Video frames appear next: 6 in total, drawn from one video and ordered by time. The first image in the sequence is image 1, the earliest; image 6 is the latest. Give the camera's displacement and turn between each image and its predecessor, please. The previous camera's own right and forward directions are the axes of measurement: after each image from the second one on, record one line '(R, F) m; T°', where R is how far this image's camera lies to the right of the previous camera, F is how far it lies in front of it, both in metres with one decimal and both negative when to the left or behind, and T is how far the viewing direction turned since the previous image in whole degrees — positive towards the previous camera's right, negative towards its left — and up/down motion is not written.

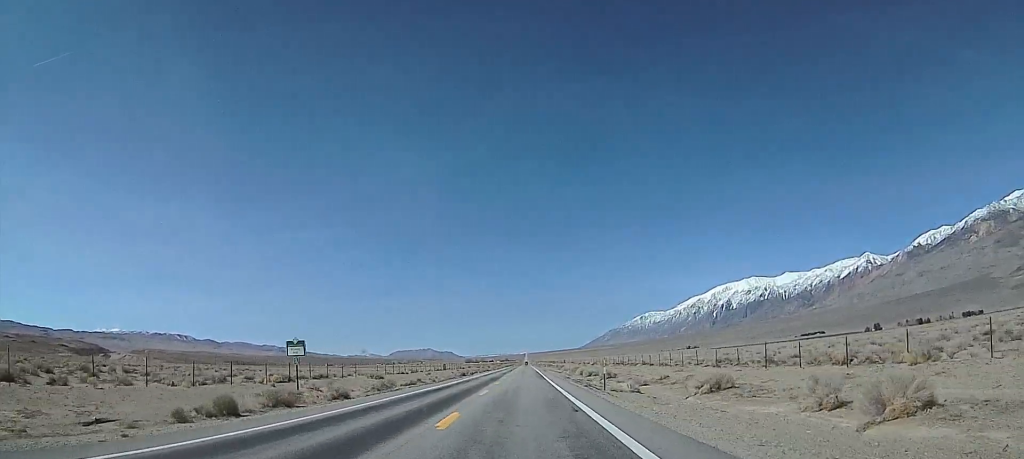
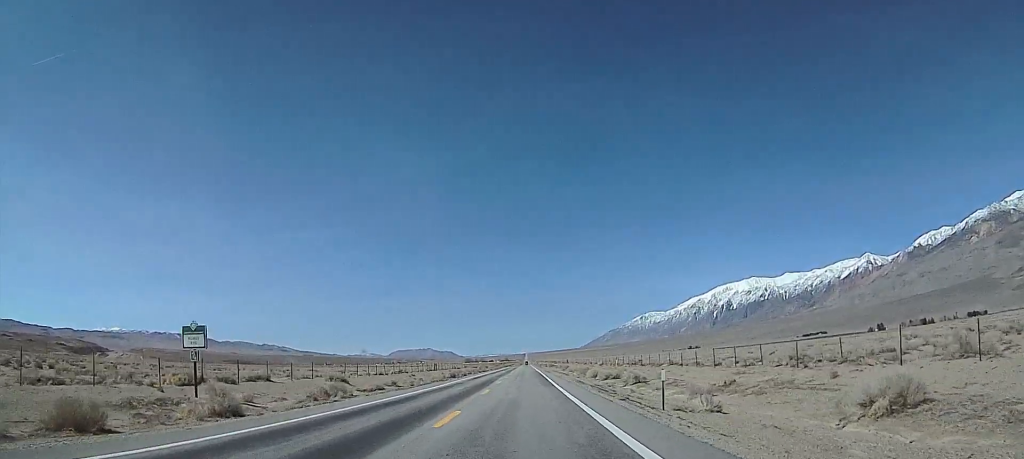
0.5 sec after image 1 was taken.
(+0.7, +13.5) m; +3°
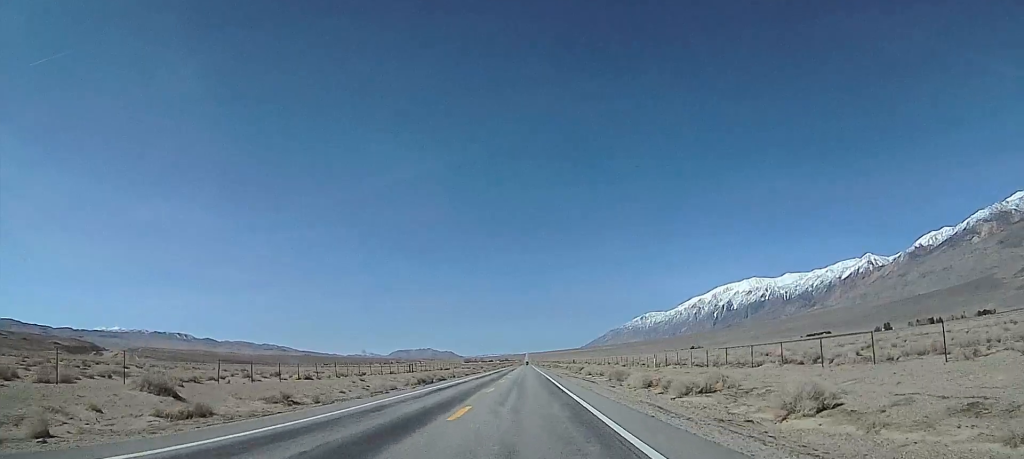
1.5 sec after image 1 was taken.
(0.0, +28.6) m; 0°
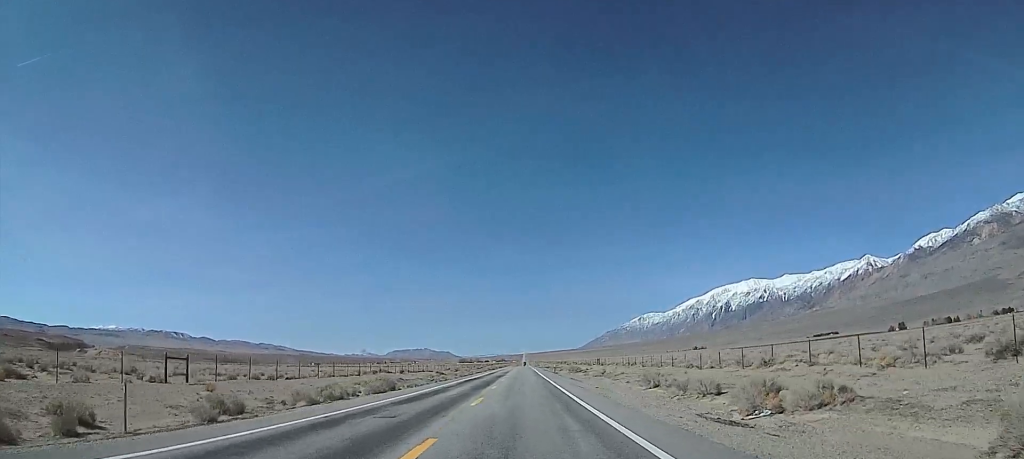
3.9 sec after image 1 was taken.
(0.0, +76.4) m; 0°
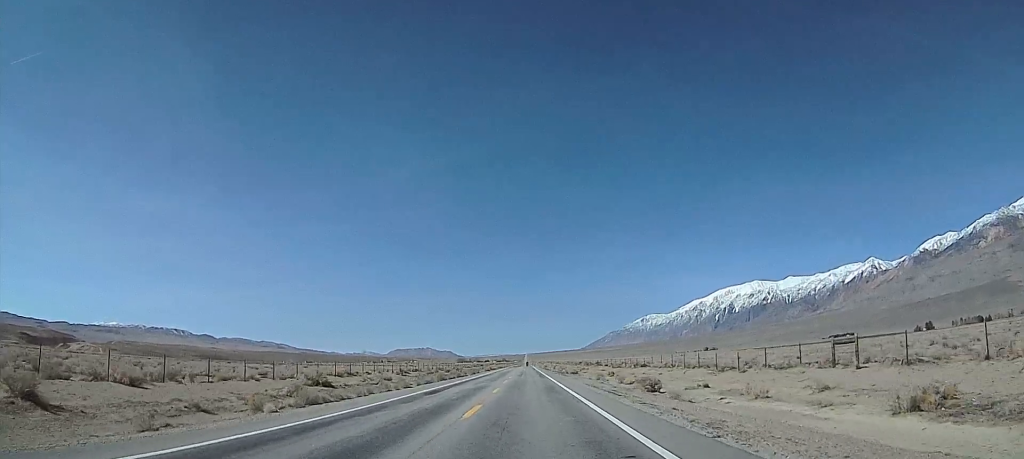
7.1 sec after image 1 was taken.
(0.0, +98.1) m; -2°
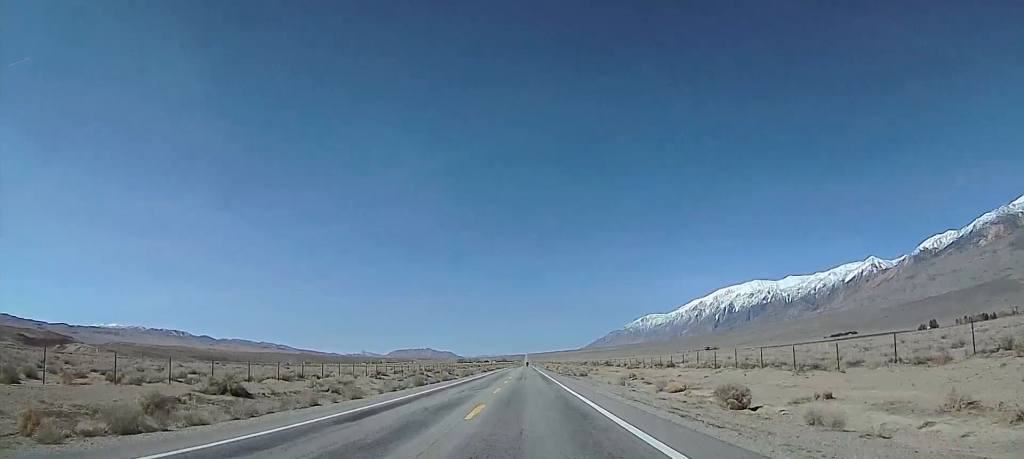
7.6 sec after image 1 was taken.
(0.0, +12.8) m; -2°
